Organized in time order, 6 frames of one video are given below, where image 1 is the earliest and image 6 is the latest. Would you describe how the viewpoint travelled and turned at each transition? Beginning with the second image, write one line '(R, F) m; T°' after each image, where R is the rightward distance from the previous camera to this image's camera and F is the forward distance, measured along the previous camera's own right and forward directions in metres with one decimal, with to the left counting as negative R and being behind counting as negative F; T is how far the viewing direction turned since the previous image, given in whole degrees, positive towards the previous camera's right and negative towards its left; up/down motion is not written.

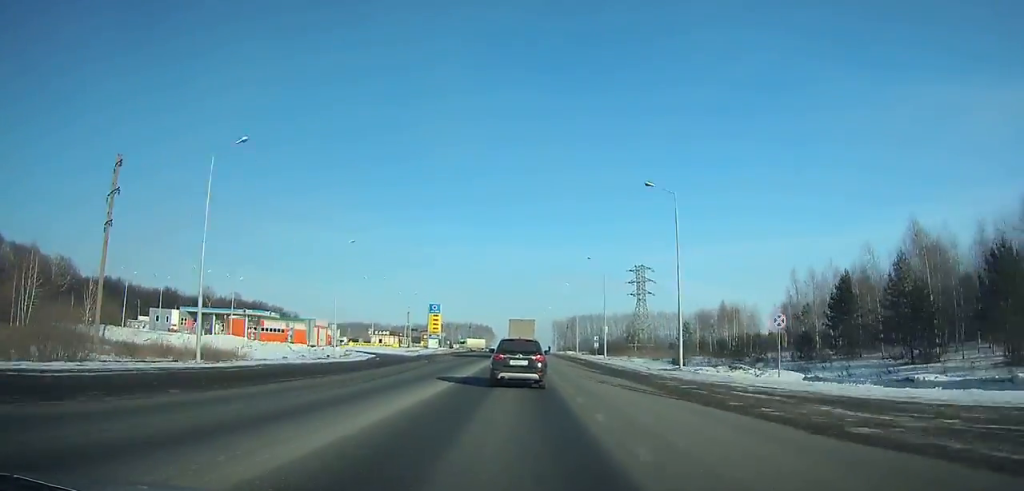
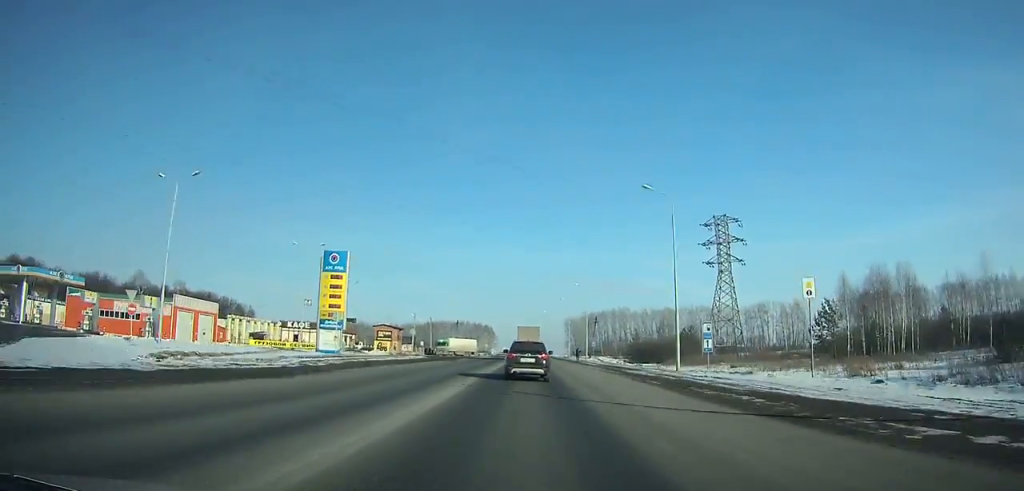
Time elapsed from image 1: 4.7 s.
(-0.2, +60.5) m; 0°
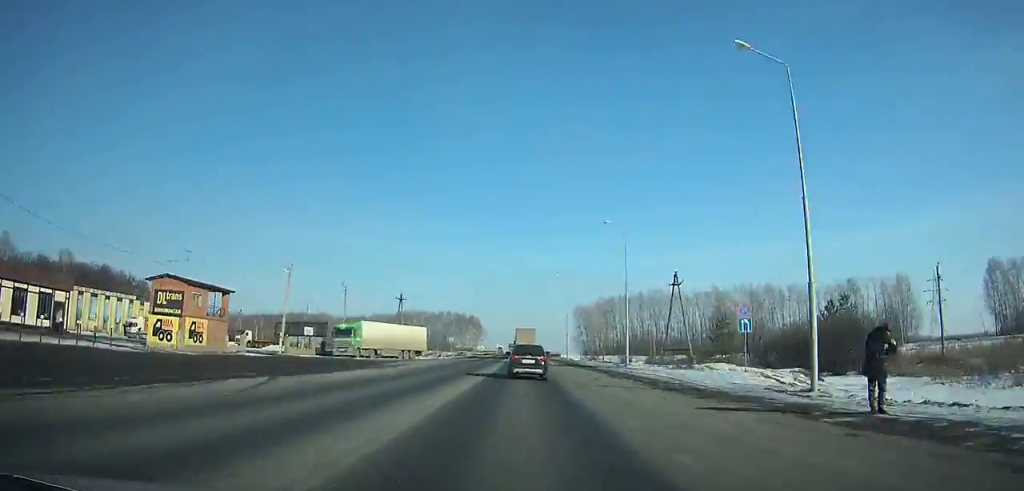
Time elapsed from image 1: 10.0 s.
(+0.3, +67.9) m; 0°
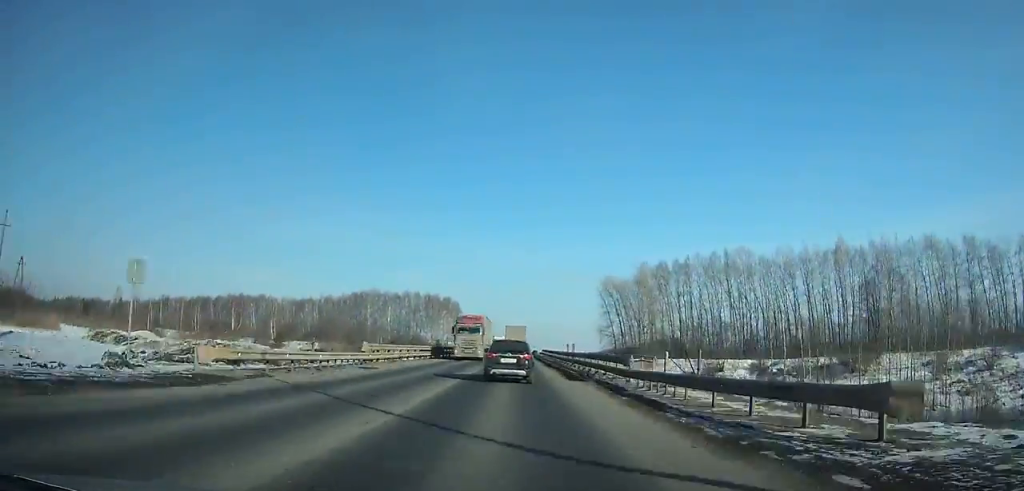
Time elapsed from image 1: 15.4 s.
(-0.3, +71.9) m; 0°
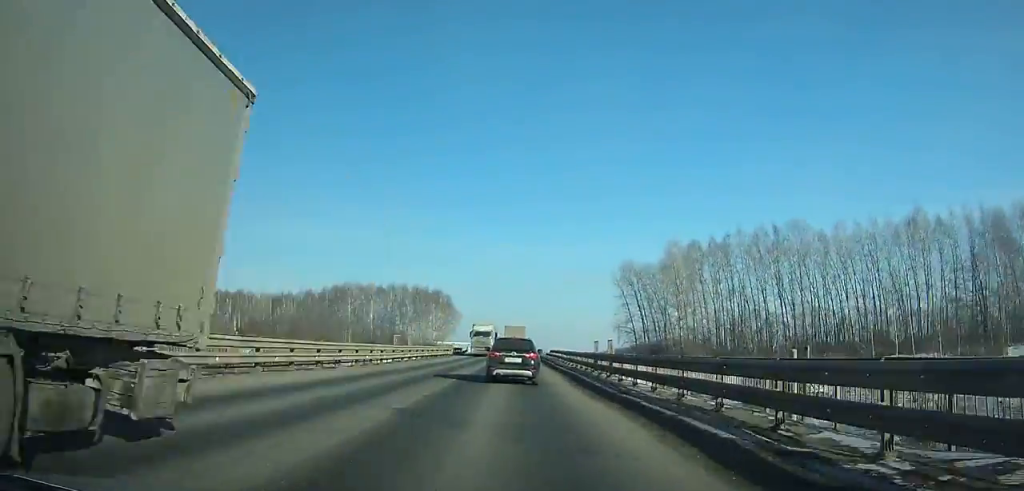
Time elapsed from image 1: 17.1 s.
(0.0, +23.0) m; 0°
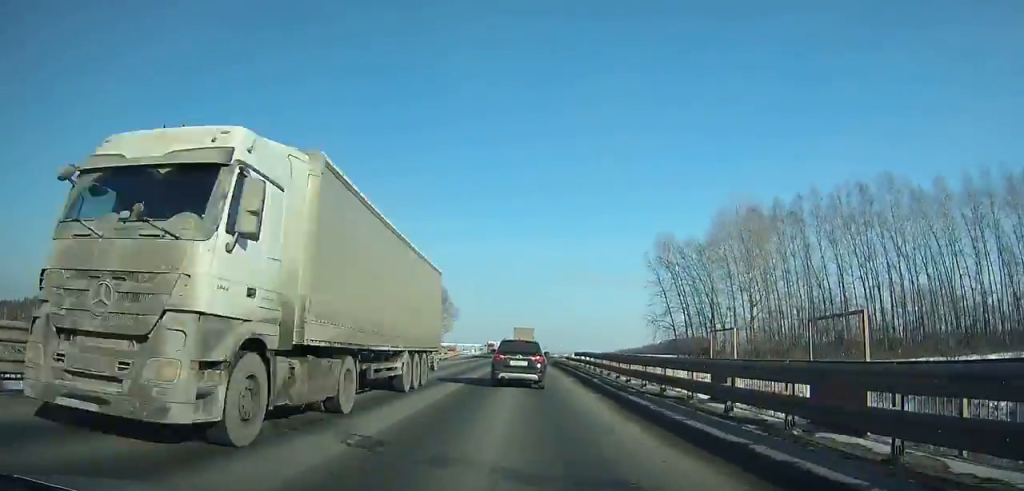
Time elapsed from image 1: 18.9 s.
(0.0, +24.4) m; 0°
